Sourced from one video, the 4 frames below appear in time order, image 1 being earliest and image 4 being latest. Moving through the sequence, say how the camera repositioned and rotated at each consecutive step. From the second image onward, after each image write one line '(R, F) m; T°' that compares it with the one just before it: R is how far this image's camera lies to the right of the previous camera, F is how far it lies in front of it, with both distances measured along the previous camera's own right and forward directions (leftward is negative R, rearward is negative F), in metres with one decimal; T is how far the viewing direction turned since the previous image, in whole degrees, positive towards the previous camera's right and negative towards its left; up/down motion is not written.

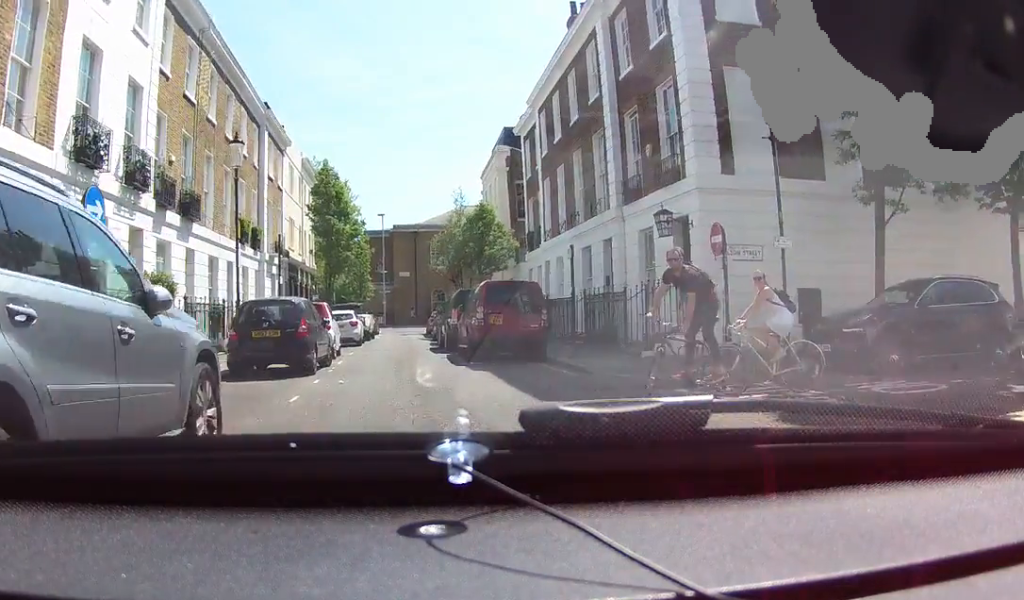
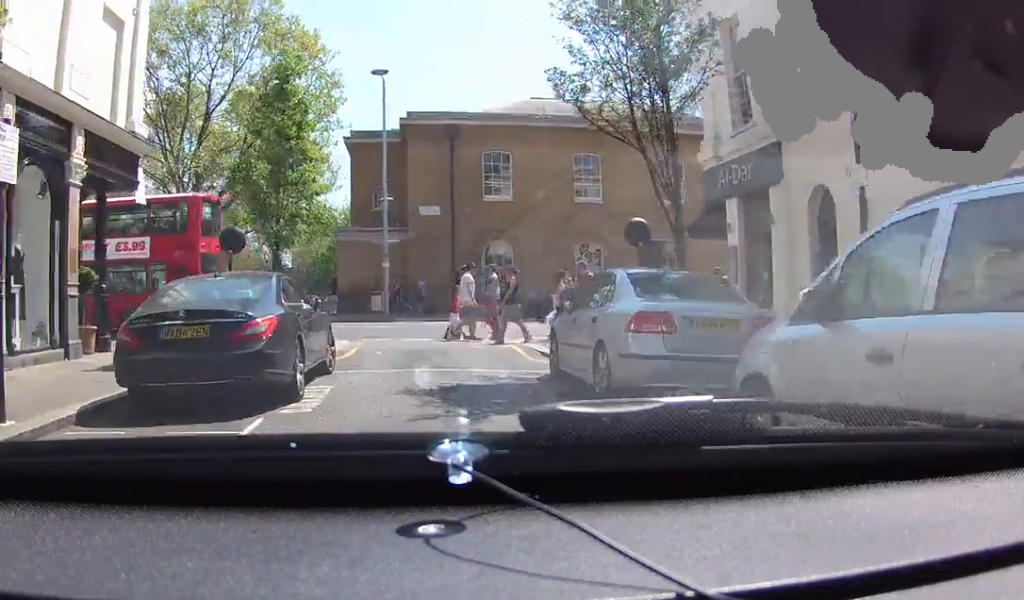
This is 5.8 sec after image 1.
(-7.1, +44.6) m; -11°
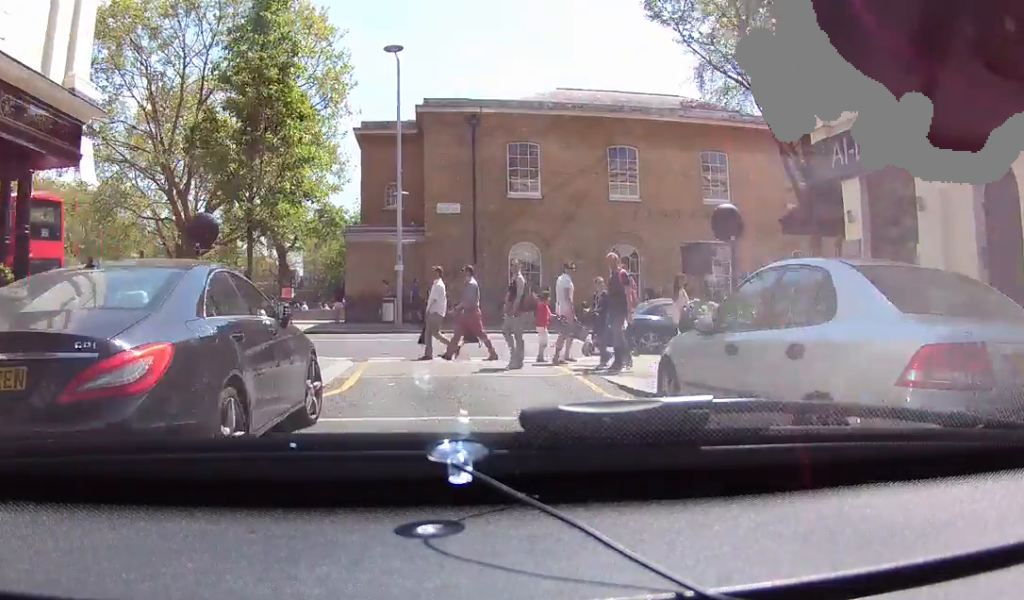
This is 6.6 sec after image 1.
(0.0, +5.9) m; 0°
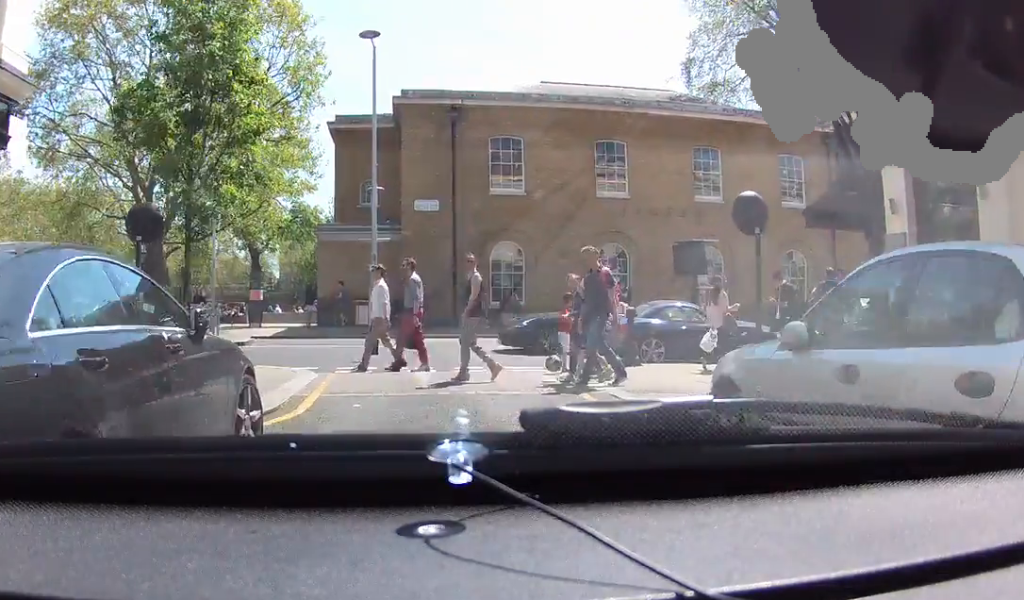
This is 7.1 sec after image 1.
(0.0, +3.0) m; 0°
